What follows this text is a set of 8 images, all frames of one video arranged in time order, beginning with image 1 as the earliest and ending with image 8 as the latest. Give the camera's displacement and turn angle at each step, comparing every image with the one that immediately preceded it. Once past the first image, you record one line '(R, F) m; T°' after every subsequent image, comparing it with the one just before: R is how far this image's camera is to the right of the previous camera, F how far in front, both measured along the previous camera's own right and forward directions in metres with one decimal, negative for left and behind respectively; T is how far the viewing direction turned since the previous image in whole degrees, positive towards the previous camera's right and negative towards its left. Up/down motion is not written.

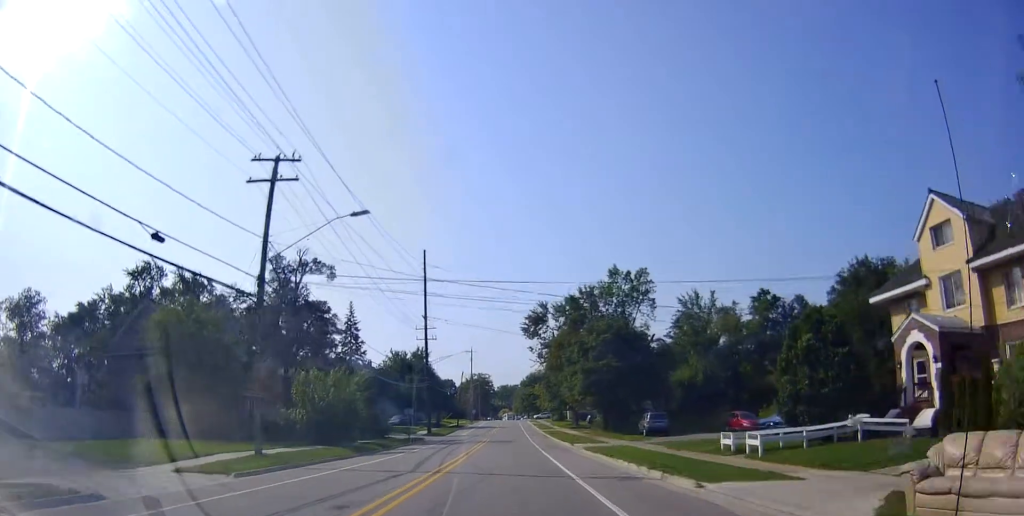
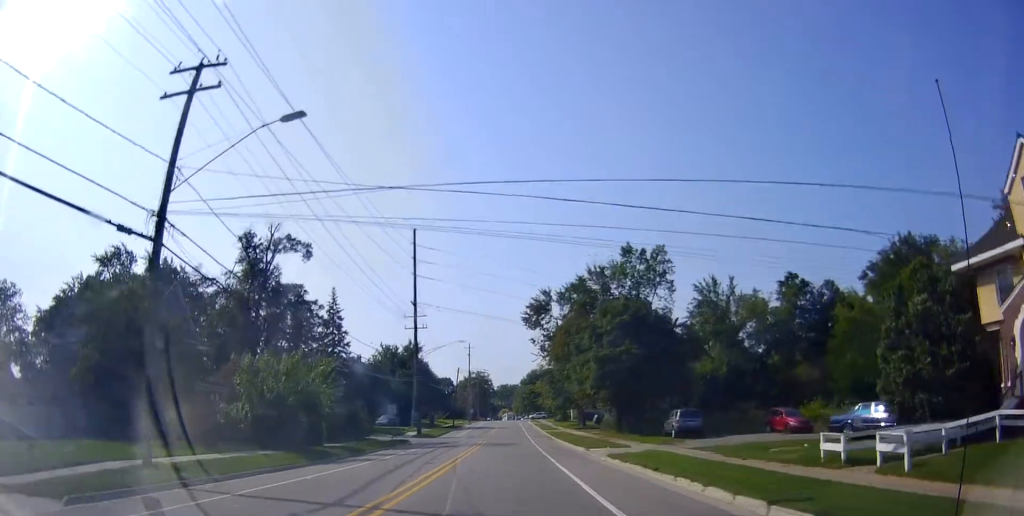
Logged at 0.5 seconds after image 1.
(0.0, +7.6) m; 0°
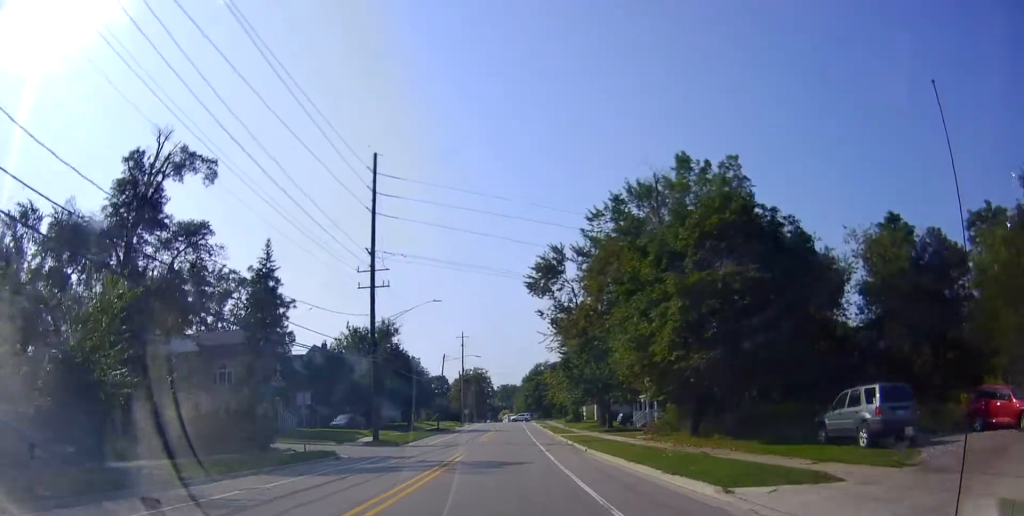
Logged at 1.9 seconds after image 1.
(0.0, +19.7) m; -1°
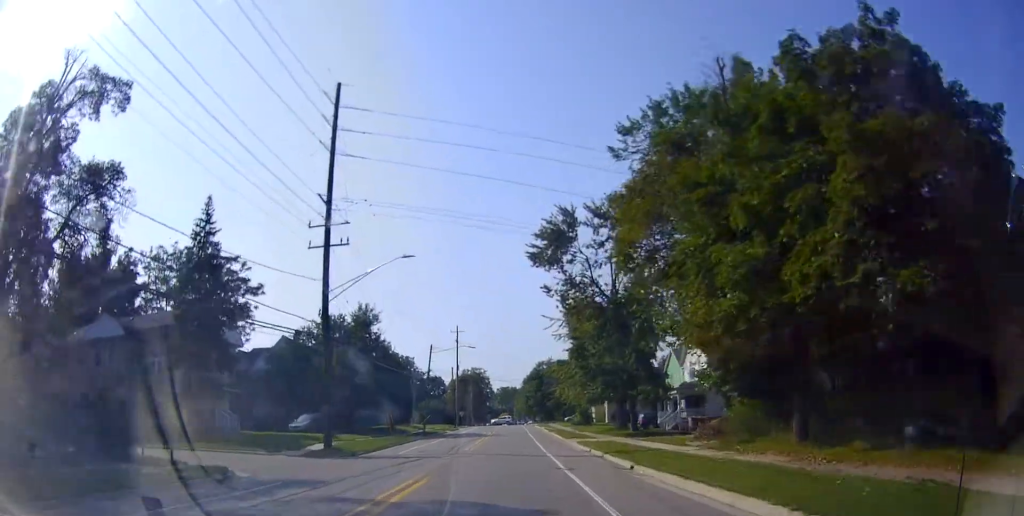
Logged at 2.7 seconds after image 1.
(-0.3, +11.2) m; 0°
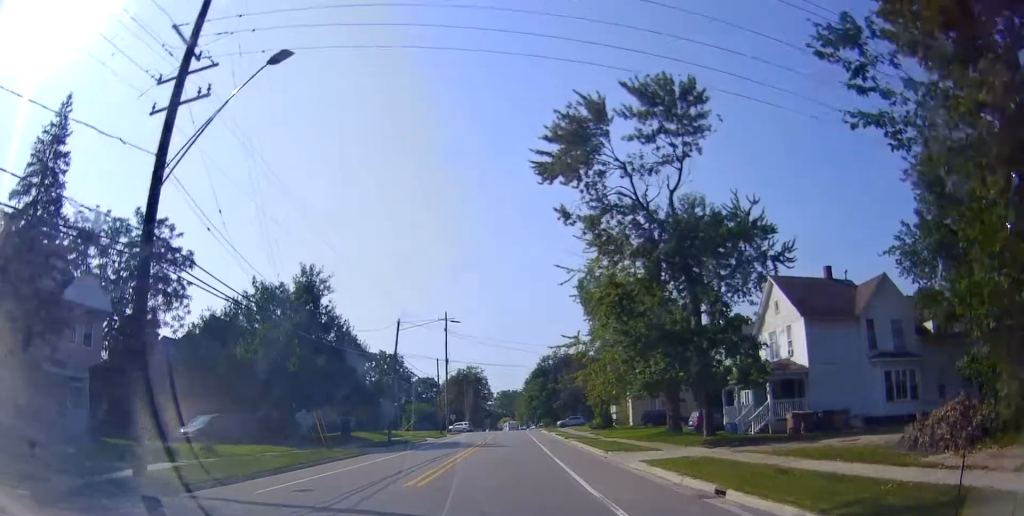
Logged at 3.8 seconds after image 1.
(+0.2, +17.1) m; +1°
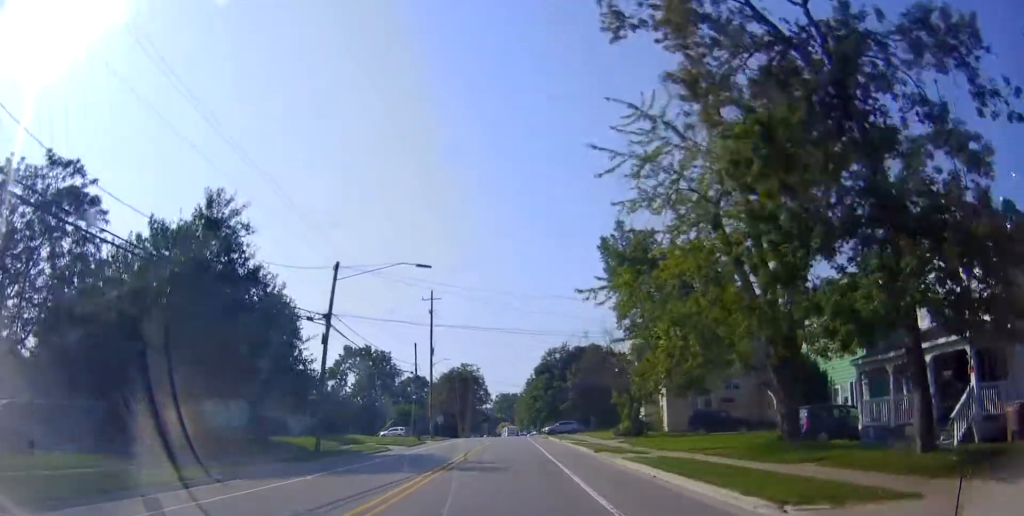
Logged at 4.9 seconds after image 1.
(+0.1, +15.7) m; -2°
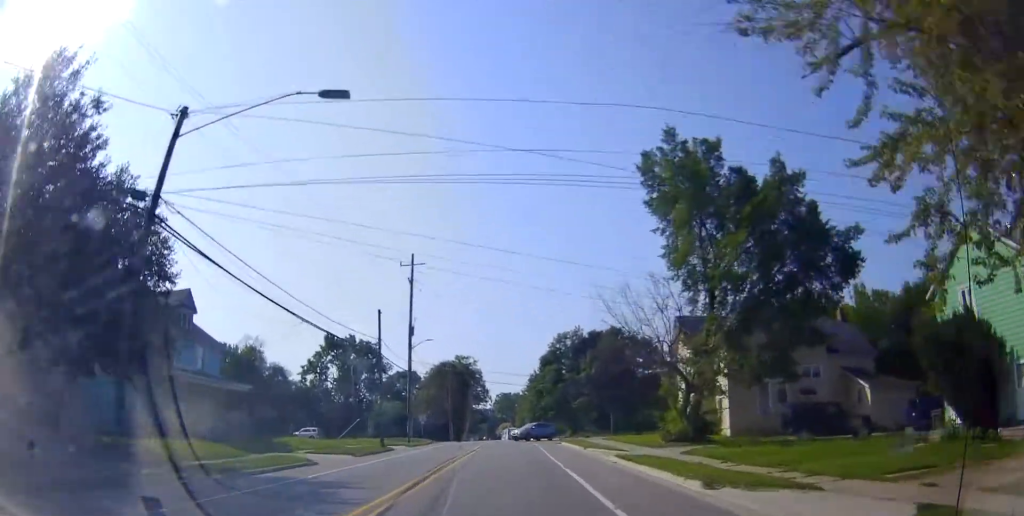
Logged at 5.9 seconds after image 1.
(-0.7, +15.3) m; 0°
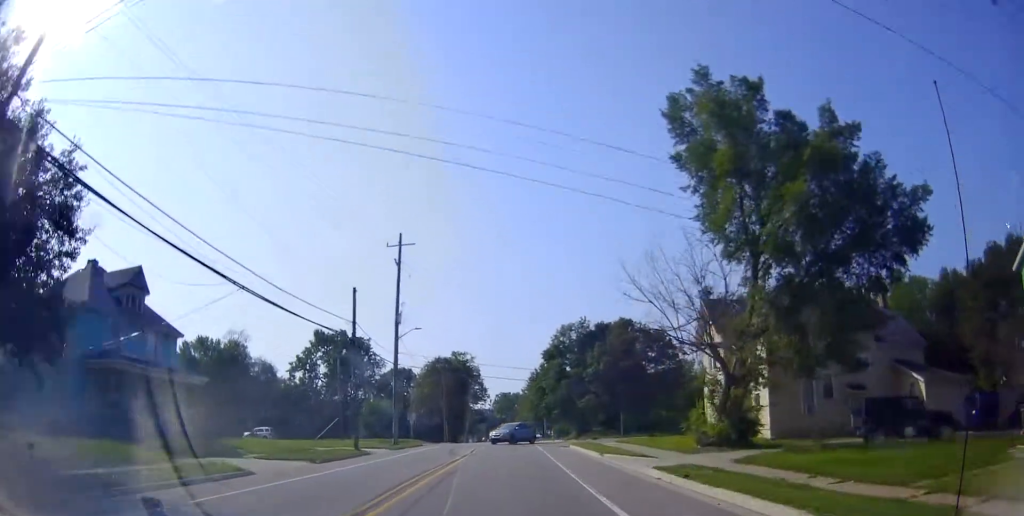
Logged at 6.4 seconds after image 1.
(+0.2, +6.3) m; 0°
